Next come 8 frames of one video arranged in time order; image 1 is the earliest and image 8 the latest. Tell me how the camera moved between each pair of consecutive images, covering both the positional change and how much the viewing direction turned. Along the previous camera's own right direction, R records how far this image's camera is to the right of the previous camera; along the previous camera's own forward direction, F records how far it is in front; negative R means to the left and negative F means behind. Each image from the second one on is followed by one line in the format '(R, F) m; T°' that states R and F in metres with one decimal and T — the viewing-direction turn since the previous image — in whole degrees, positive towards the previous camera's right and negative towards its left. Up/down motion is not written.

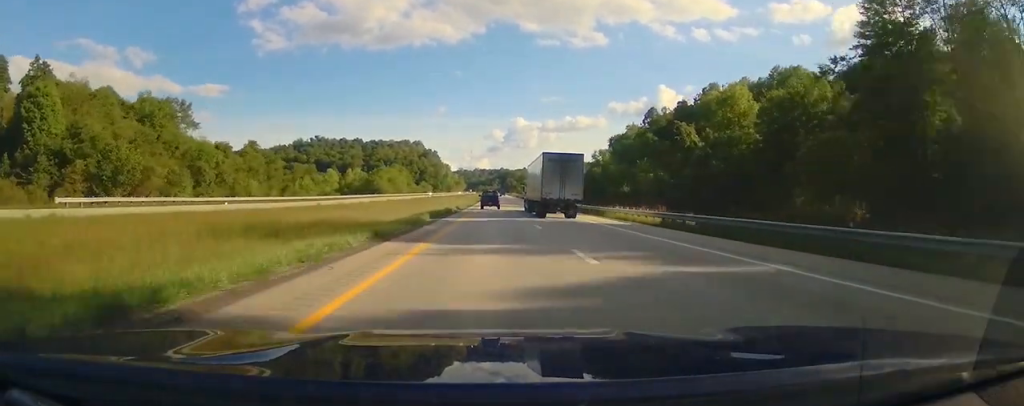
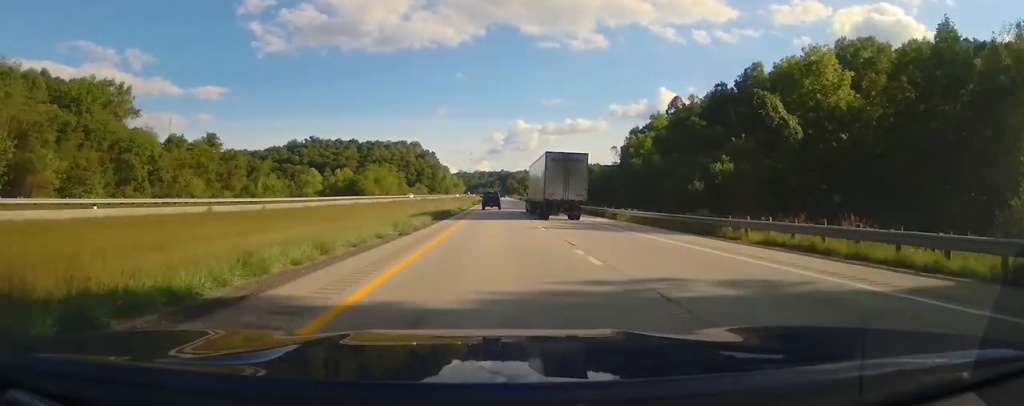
(0.0, +24.6) m; 0°
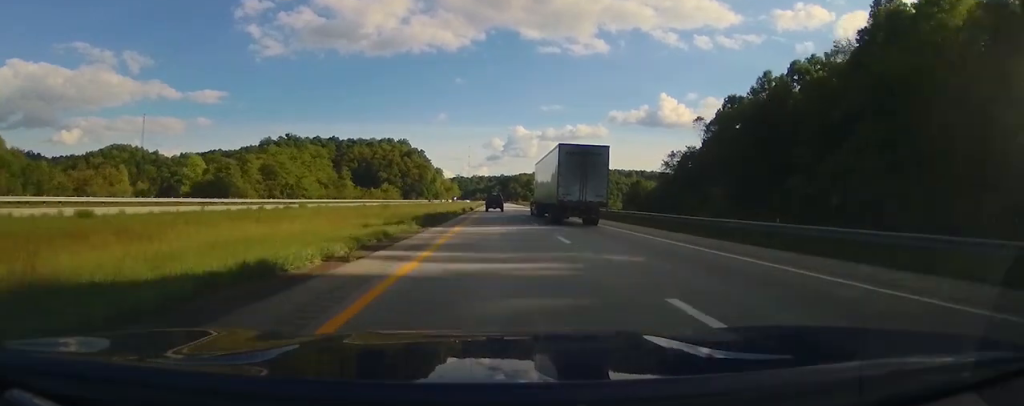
(+0.5, +92.5) m; +1°
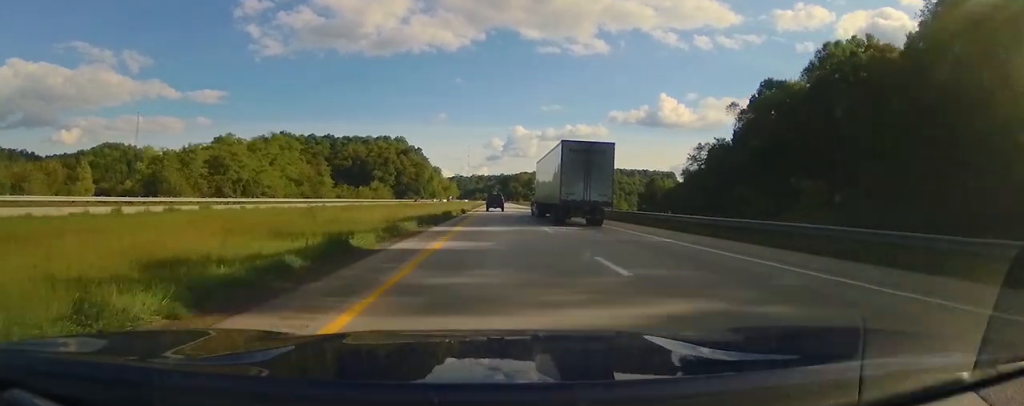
(0.0, +19.5) m; 0°
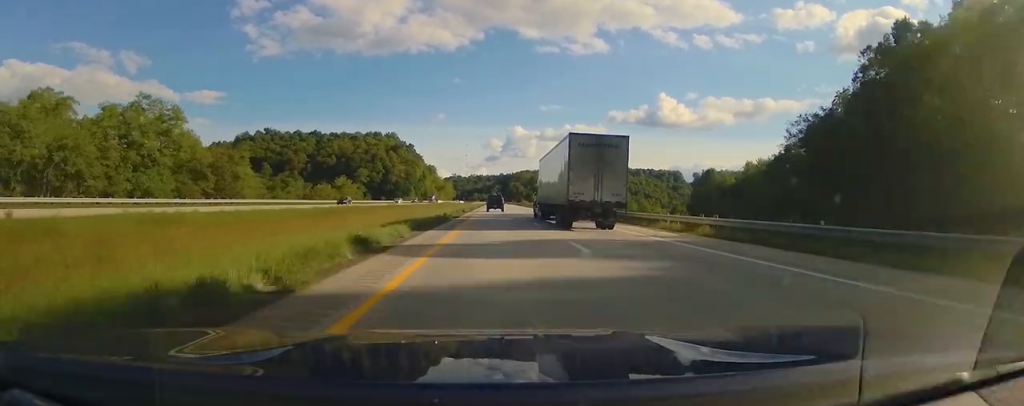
(0.0, +45.0) m; 0°
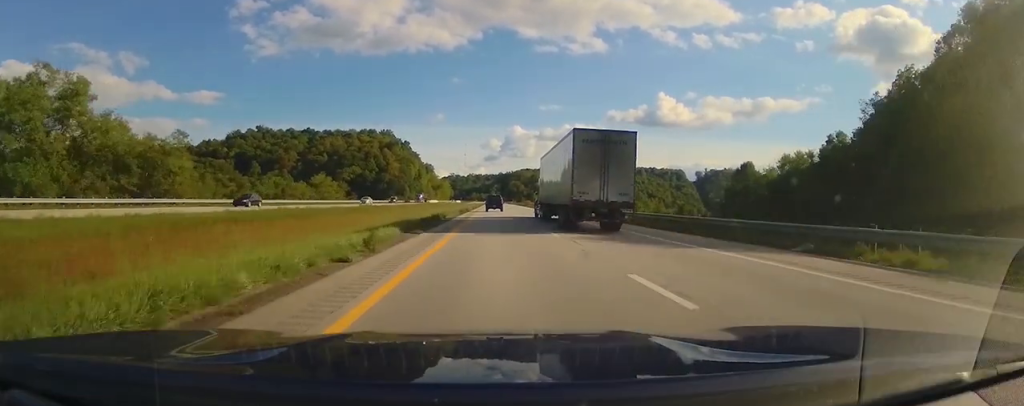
(0.0, +19.6) m; 0°
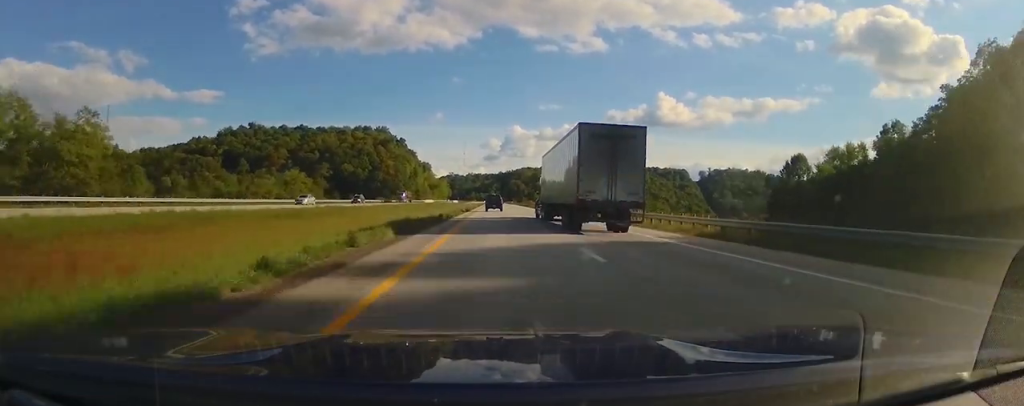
(0.0, +19.6) m; 0°
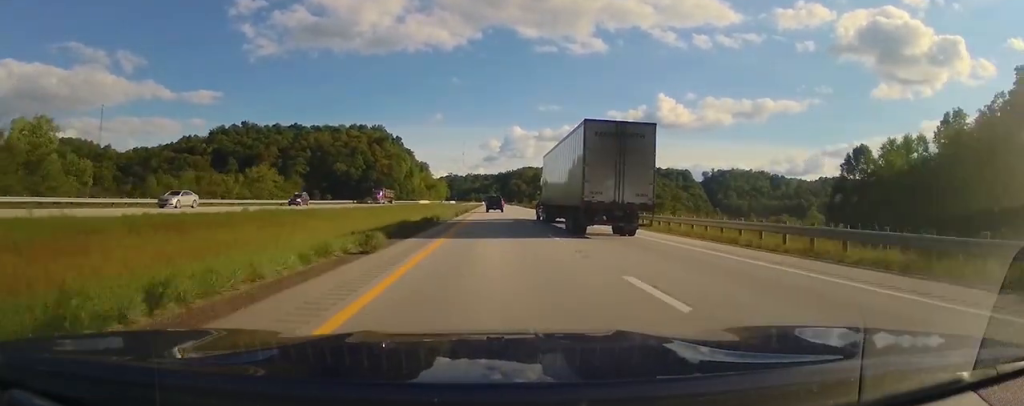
(0.0, +17.3) m; 0°
